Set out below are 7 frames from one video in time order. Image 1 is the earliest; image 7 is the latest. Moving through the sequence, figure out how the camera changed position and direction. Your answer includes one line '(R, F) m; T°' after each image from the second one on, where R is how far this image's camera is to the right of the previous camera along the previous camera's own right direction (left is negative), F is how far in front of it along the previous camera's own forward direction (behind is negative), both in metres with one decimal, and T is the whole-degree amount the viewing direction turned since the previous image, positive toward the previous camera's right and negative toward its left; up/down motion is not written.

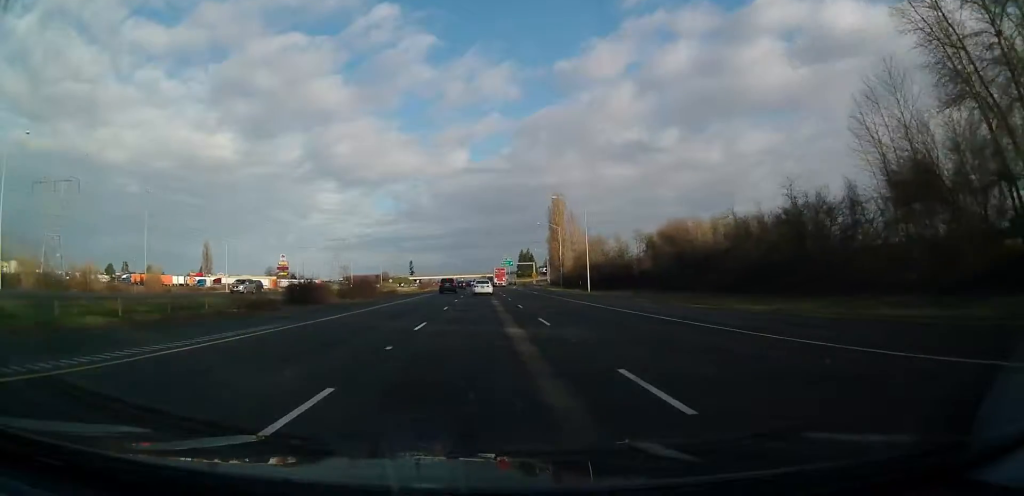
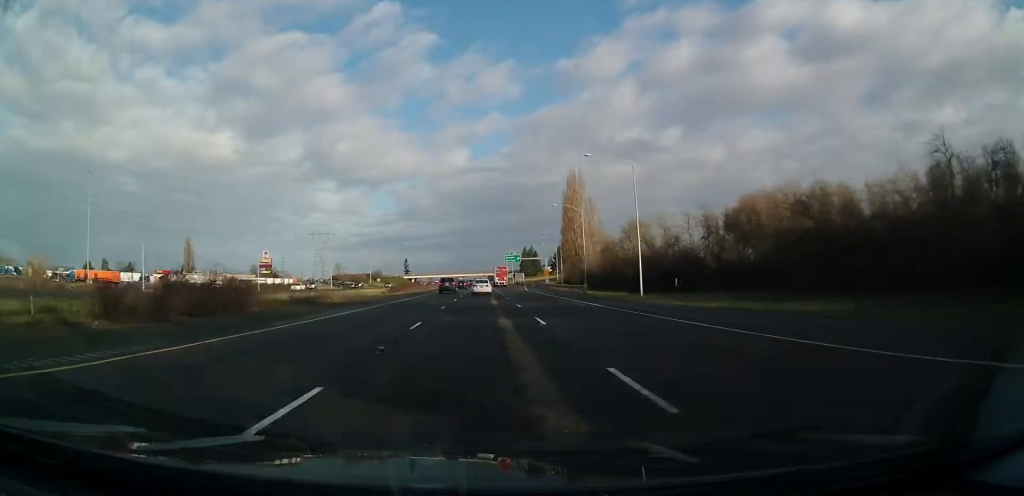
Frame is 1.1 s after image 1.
(0.0, +36.5) m; -1°
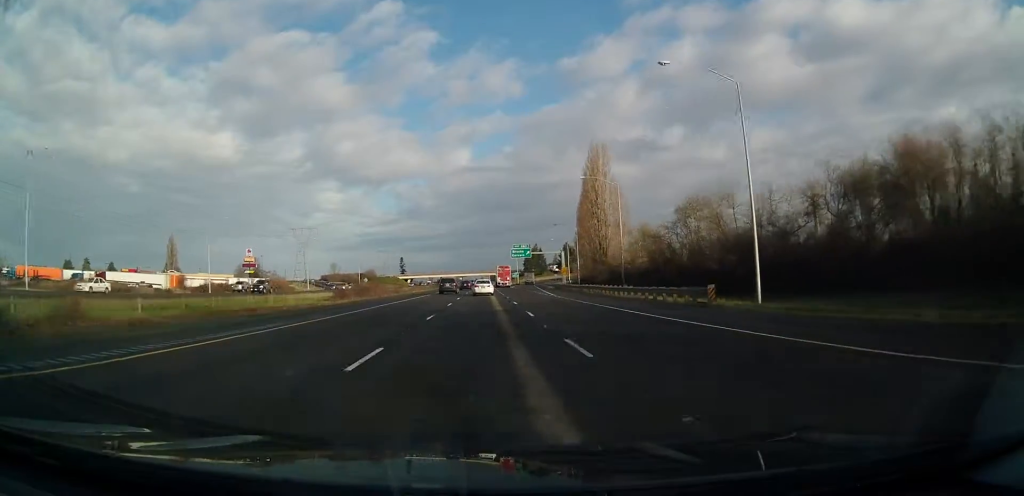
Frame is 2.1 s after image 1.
(-0.3, +32.0) m; 0°
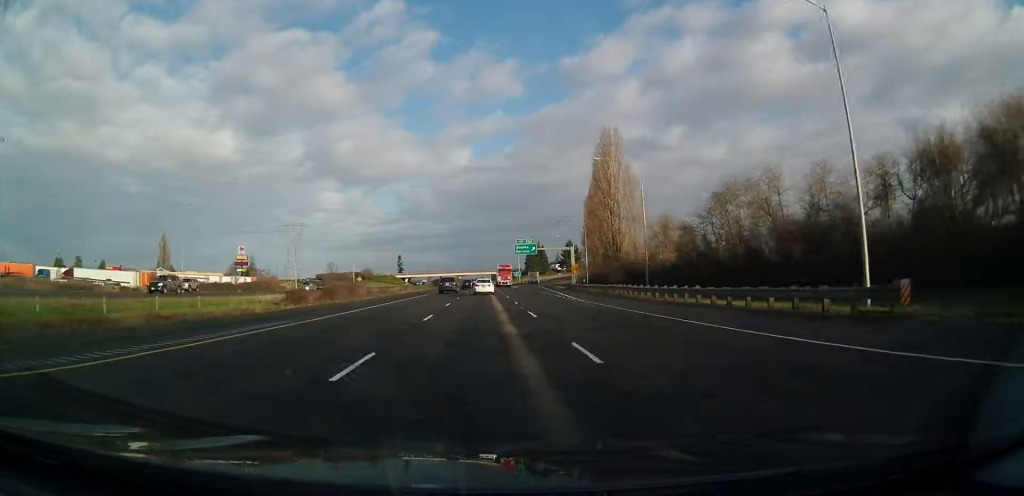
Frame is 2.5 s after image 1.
(0.0, +13.2) m; 0°
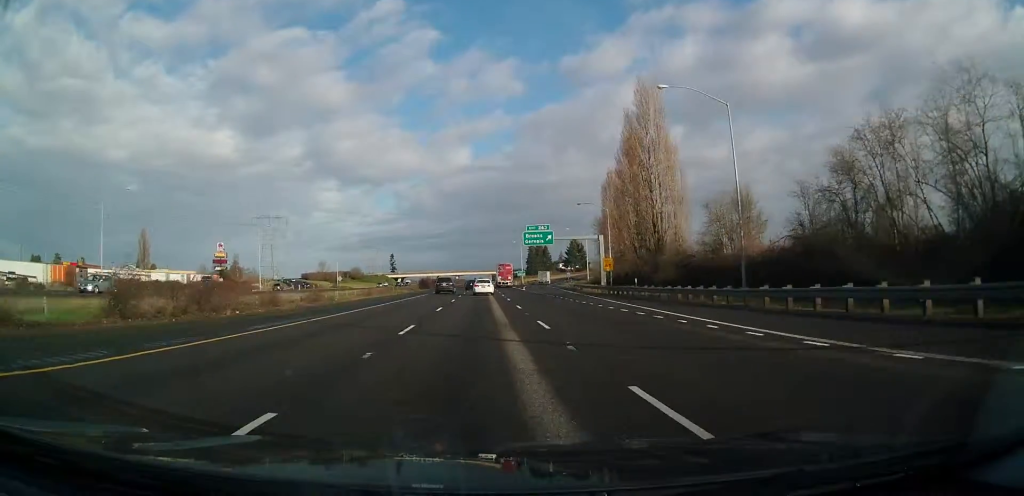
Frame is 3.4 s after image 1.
(+0.1, +29.4) m; 0°
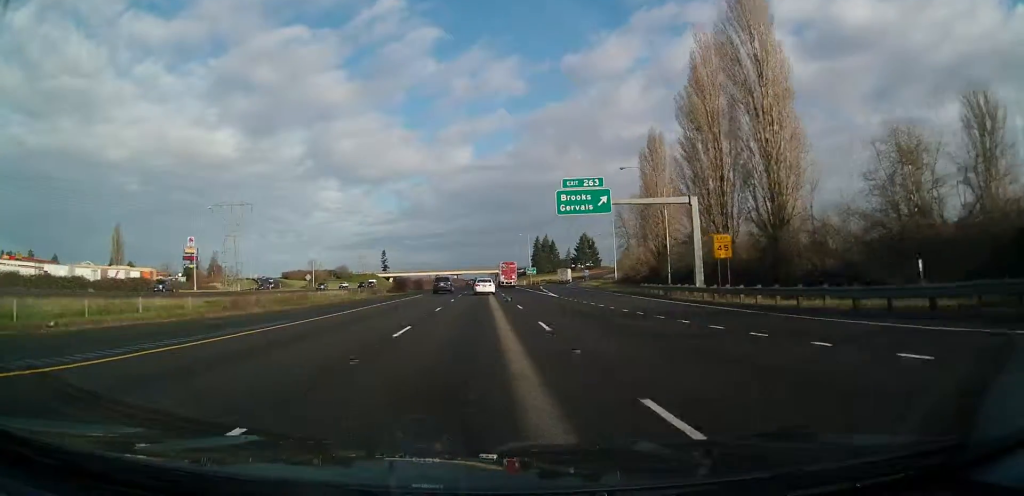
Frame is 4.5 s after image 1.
(+0.1, +37.5) m; 0°
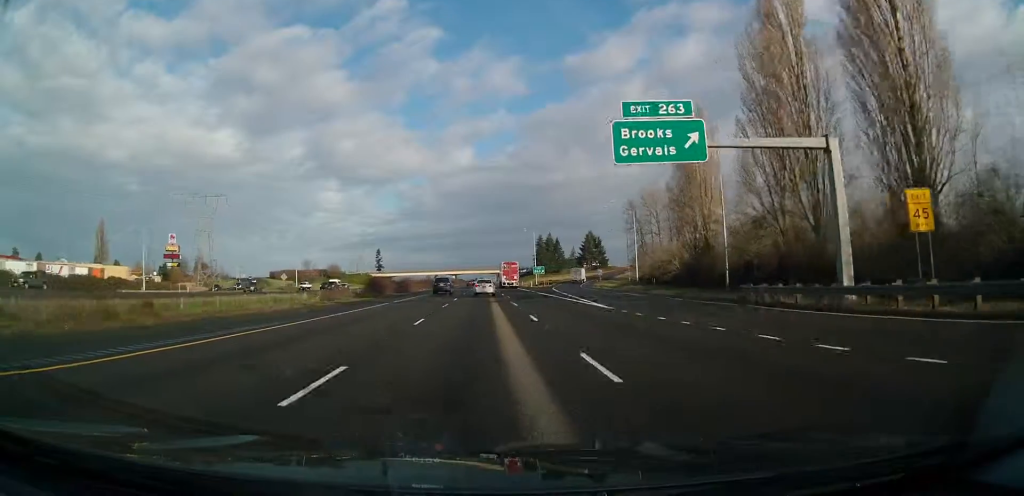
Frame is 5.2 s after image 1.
(+0.2, +20.1) m; 0°
